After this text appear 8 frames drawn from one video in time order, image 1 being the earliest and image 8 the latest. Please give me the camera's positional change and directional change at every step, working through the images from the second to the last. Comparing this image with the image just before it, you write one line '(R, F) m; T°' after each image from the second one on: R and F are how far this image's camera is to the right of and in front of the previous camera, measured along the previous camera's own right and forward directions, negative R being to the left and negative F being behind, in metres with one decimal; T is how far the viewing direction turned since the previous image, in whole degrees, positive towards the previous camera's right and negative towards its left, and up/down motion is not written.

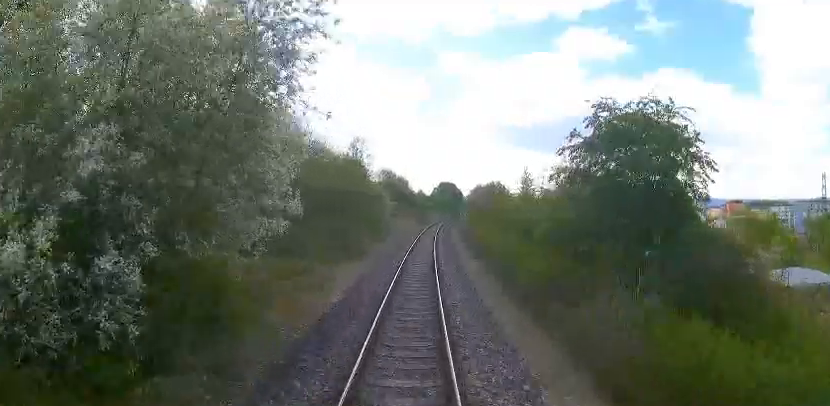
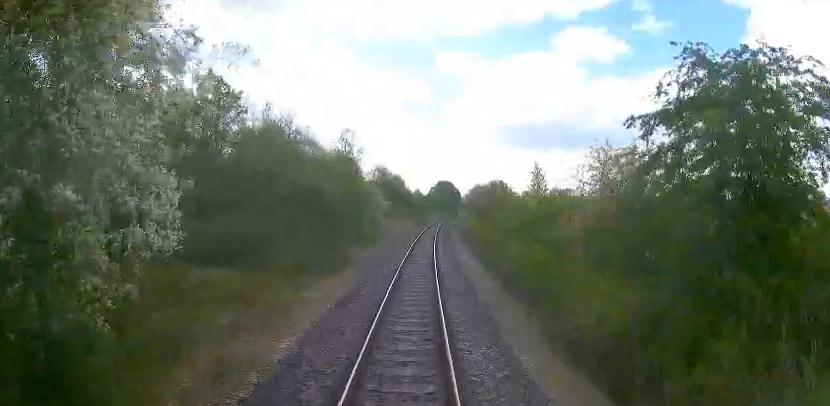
(0.0, +5.5) m; +1°
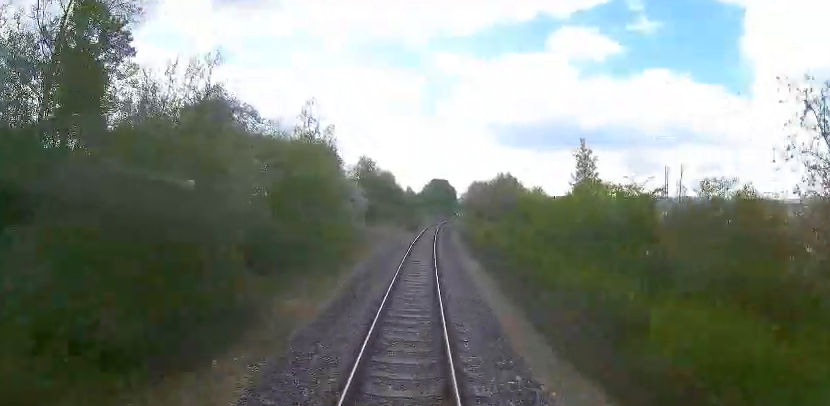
(+0.5, +13.5) m; +2°
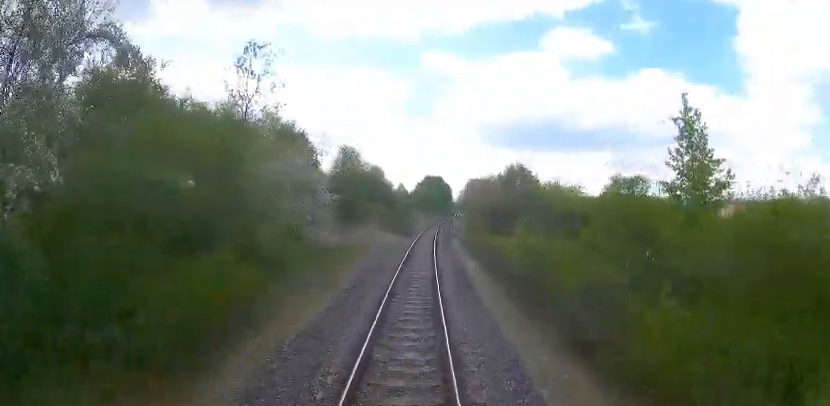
(0.0, +12.2) m; -1°
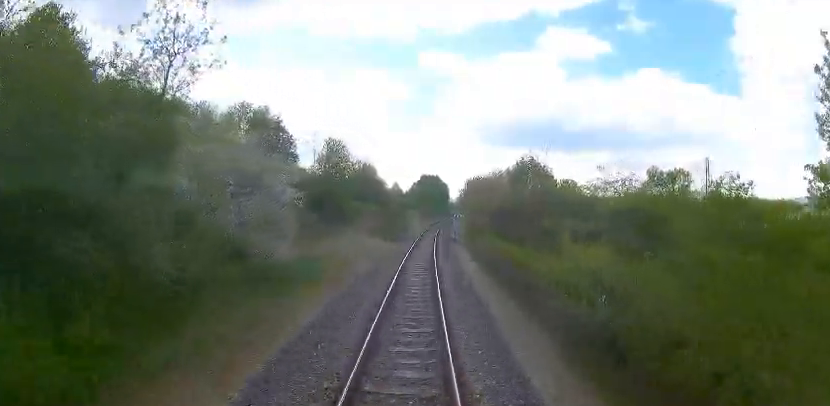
(+0.1, +7.6) m; -1°
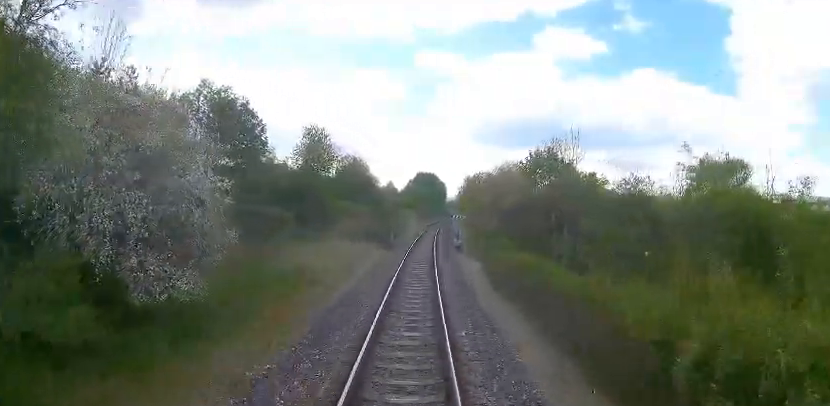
(-0.2, +7.6) m; +1°
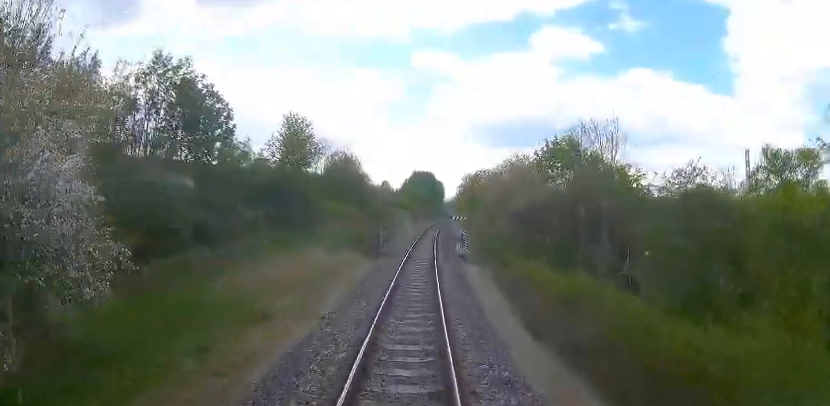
(-0.3, +6.3) m; +1°
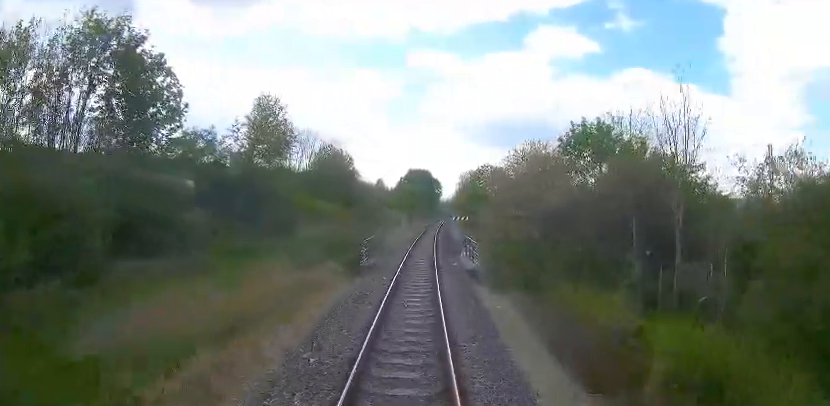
(+0.4, +6.8) m; +1°
